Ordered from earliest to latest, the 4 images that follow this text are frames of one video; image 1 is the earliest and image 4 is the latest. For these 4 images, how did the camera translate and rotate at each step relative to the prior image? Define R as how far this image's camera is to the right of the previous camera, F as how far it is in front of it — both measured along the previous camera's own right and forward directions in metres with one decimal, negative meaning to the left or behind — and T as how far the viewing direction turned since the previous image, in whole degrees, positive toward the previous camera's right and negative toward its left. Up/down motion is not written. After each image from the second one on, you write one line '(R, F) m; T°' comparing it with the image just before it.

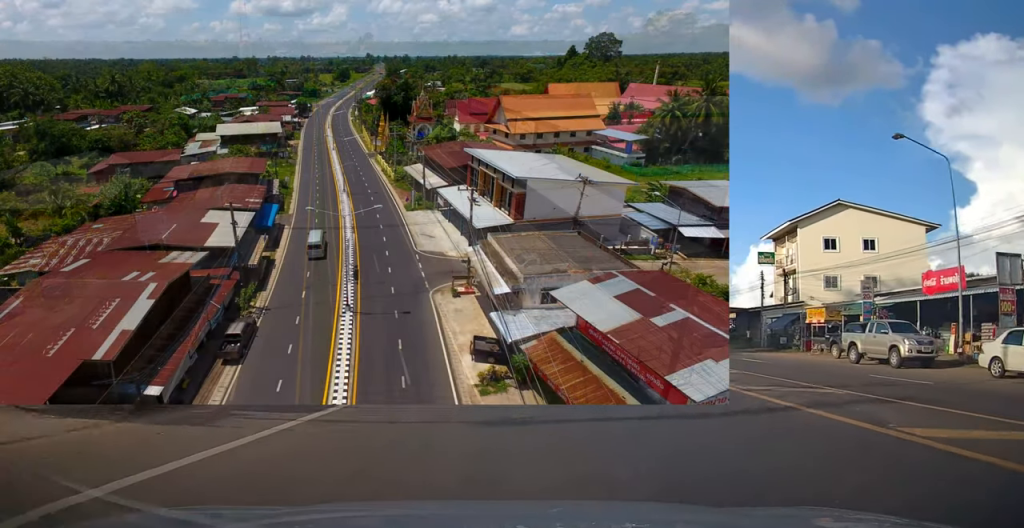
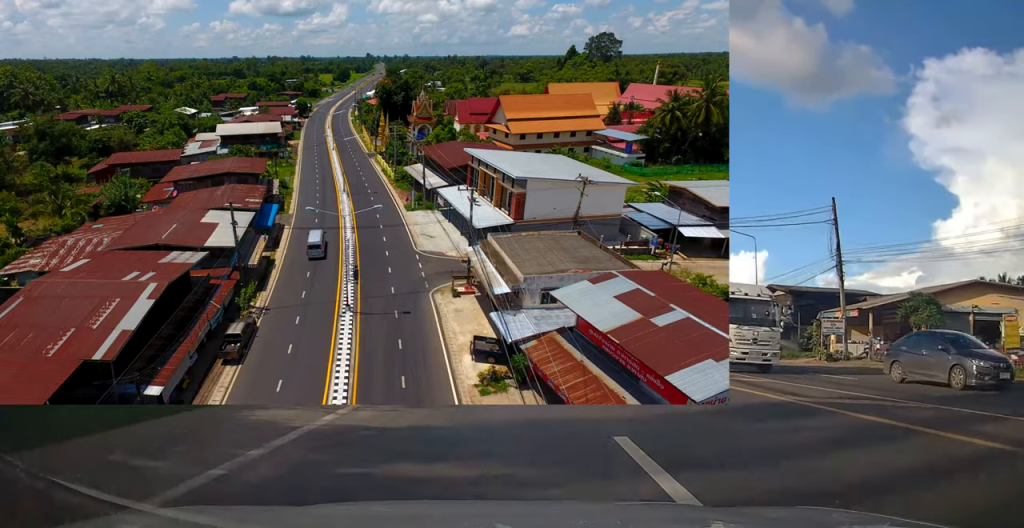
(+0.6, +53.7) m; +1°
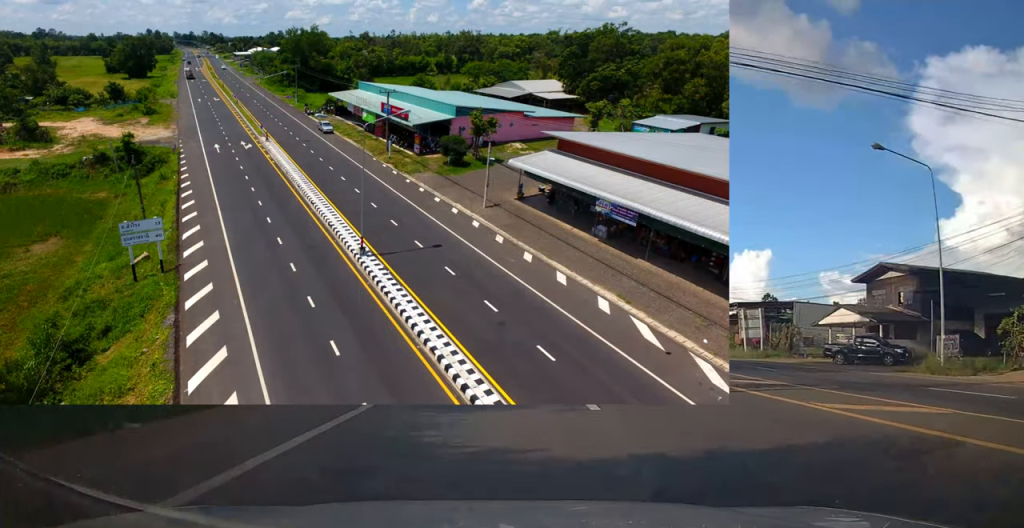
(+0.3, +20.3) m; 0°
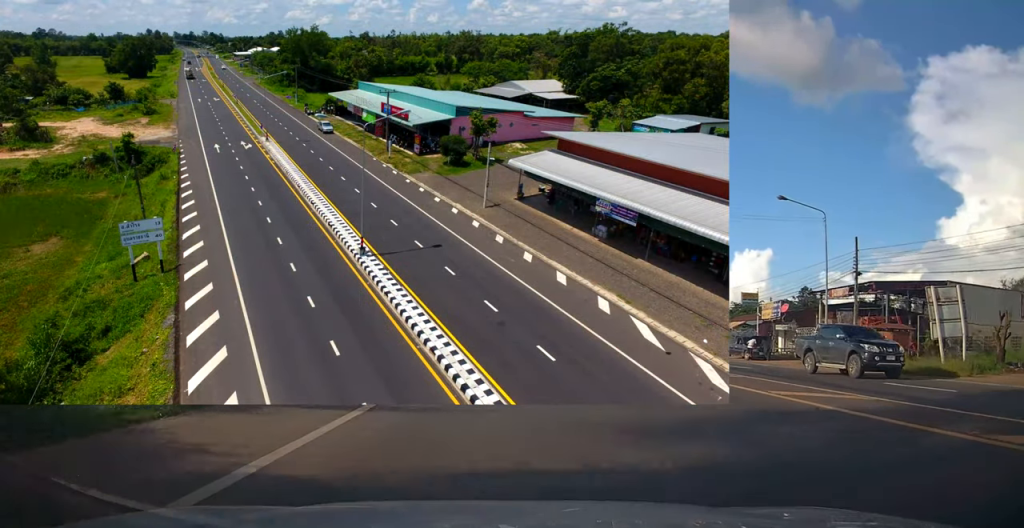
(-0.4, +21.2) m; -2°
